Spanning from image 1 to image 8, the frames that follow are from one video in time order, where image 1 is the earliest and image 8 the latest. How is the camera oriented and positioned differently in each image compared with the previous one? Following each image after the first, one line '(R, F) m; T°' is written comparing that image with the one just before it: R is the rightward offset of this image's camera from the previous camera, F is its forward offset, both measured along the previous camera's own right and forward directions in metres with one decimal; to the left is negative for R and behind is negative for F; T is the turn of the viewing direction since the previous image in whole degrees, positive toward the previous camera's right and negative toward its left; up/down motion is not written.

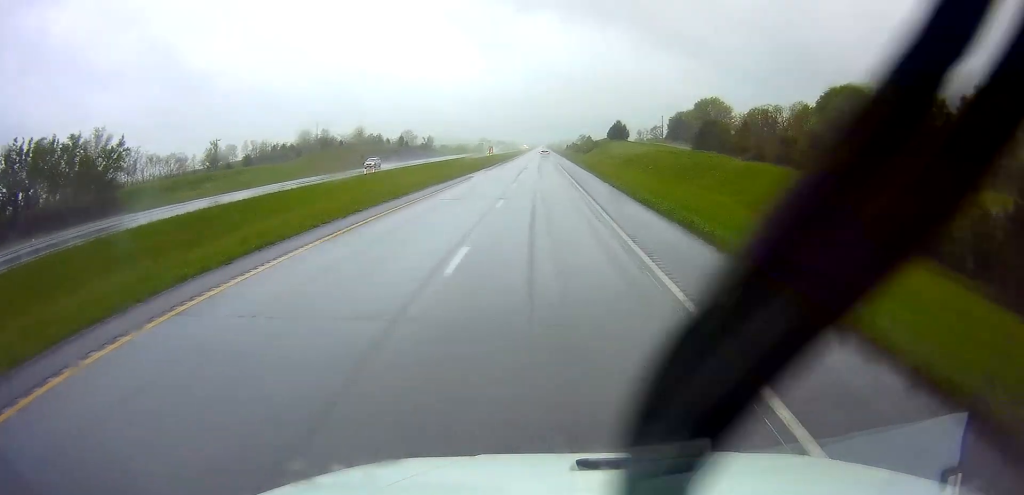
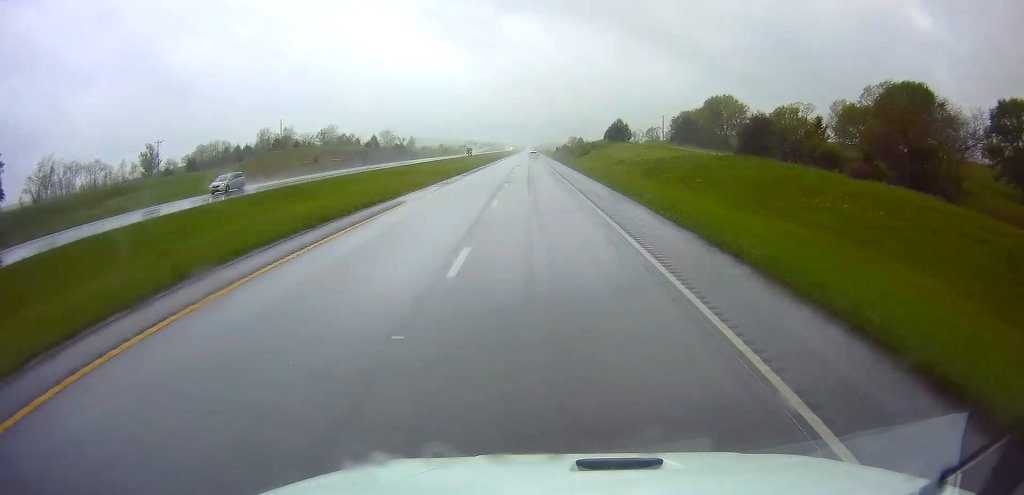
(0.0, +24.6) m; +1°
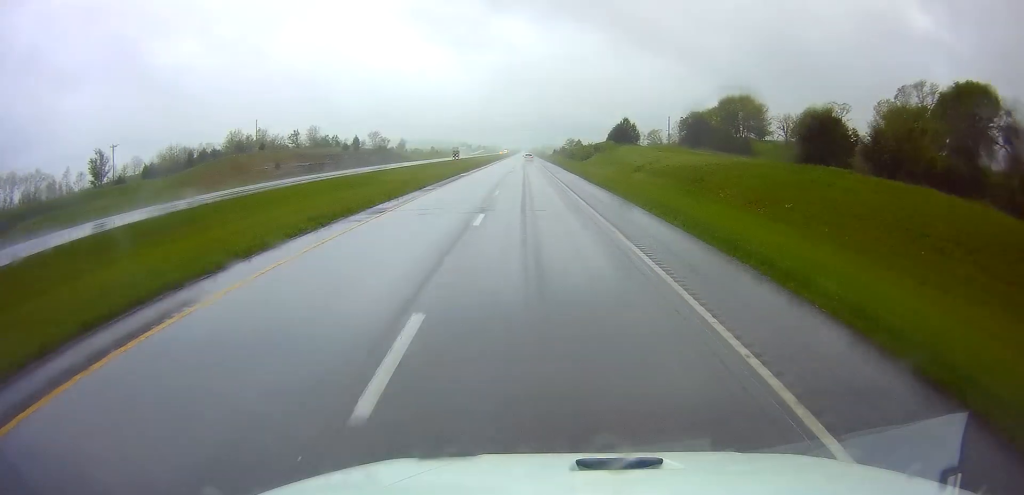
(+0.2, +17.4) m; 0°
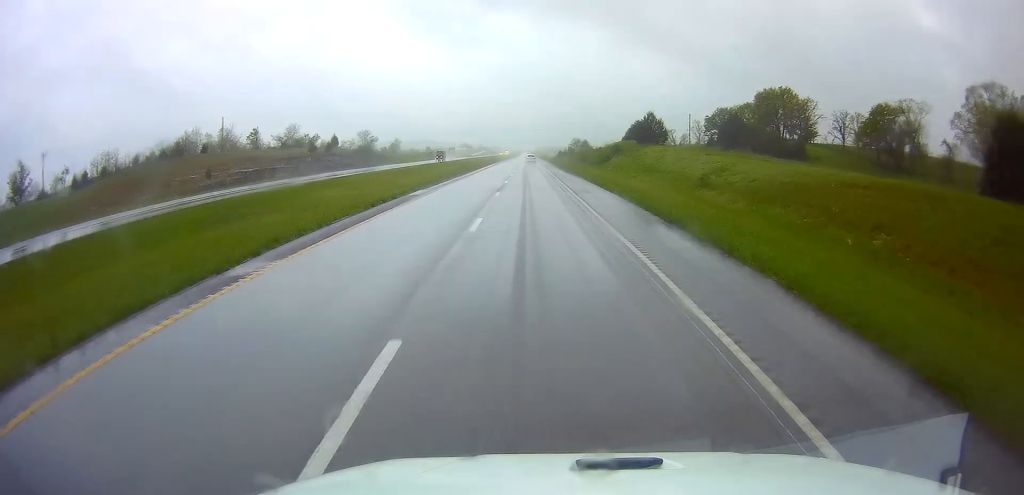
(+0.2, +25.6) m; 0°
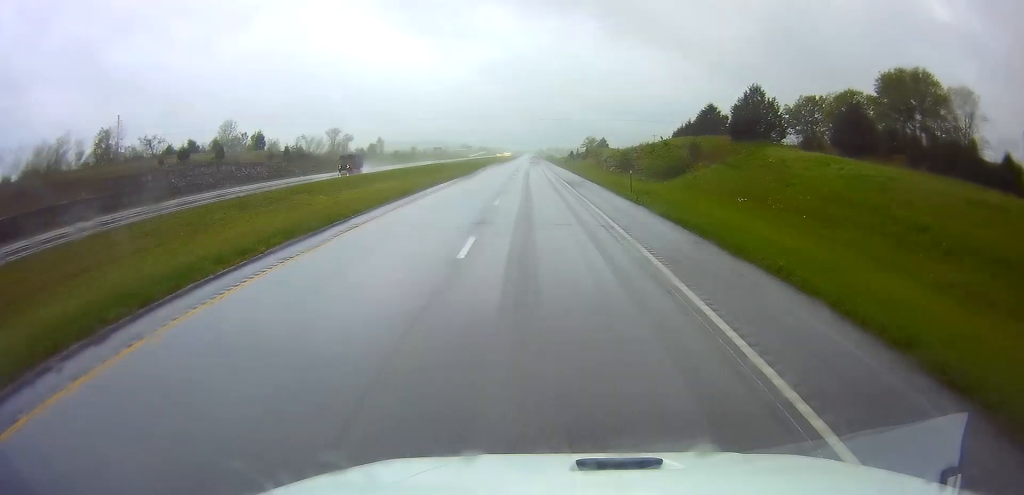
(-0.3, +53.1) m; -1°
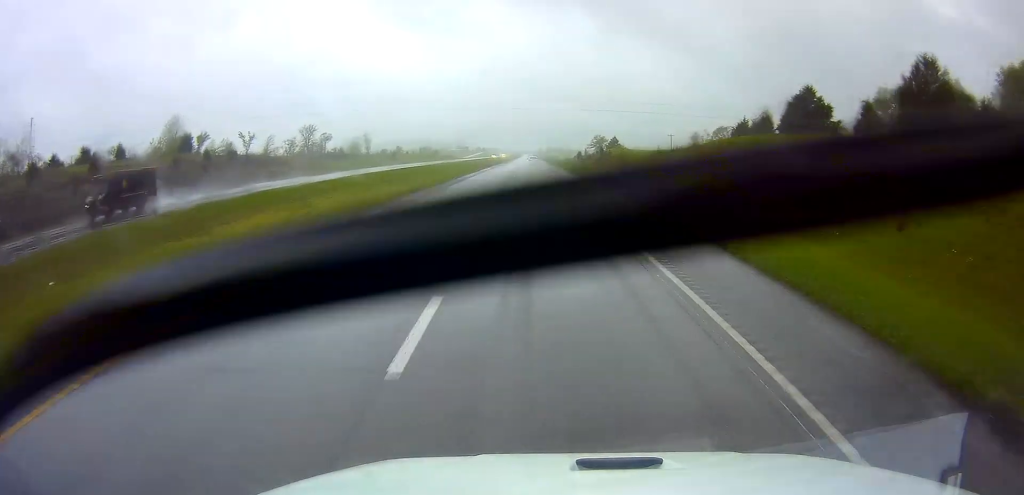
(0.0, +30.5) m; 0°
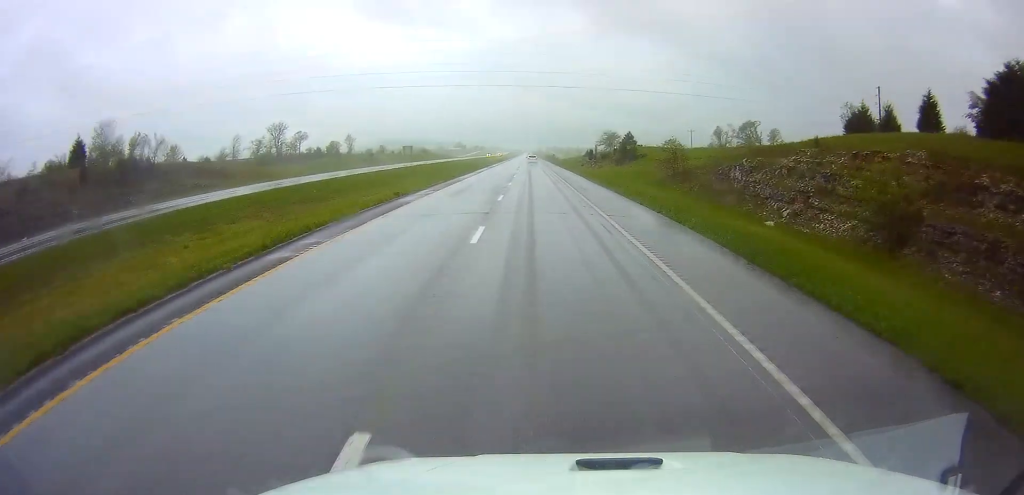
(+0.2, +28.5) m; 0°
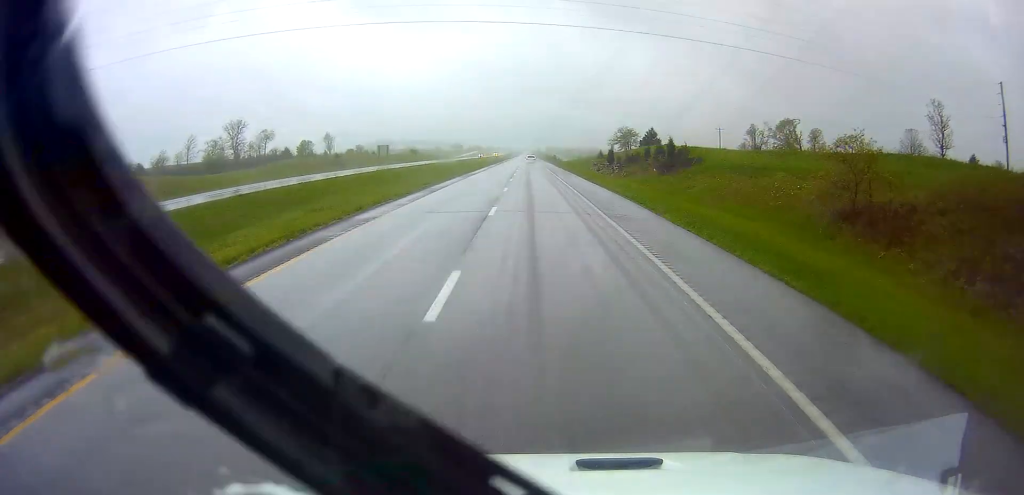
(0.0, +30.6) m; 0°
